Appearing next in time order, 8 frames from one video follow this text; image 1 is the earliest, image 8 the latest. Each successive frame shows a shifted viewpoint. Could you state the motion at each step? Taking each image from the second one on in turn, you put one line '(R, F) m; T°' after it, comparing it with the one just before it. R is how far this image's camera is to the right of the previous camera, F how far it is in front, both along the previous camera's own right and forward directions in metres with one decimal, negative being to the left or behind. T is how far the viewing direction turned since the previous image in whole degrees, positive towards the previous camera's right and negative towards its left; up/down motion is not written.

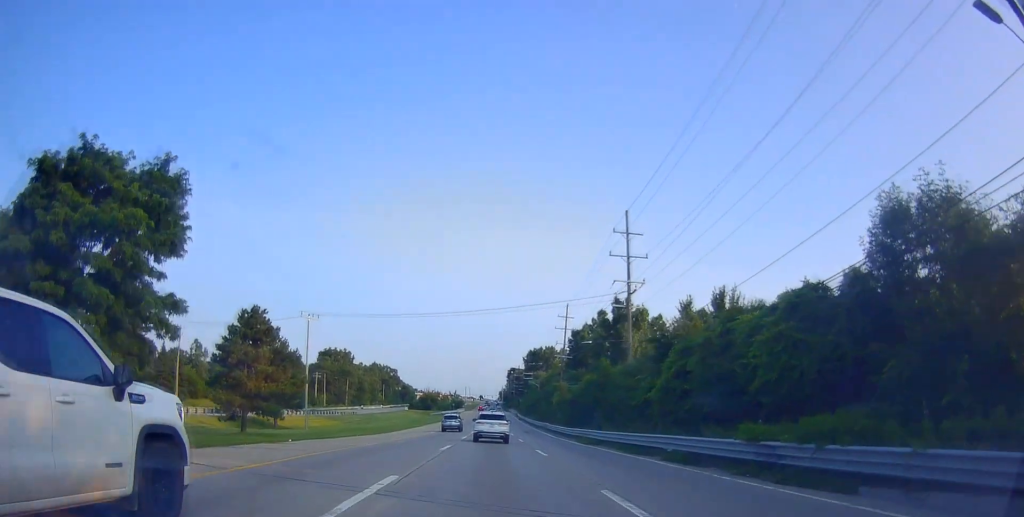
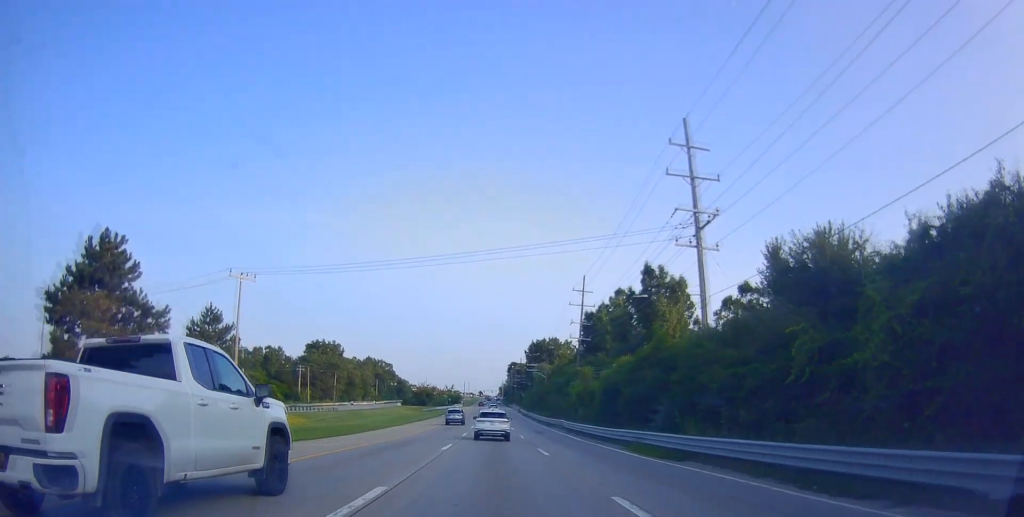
(0.0, +14.9) m; +1°
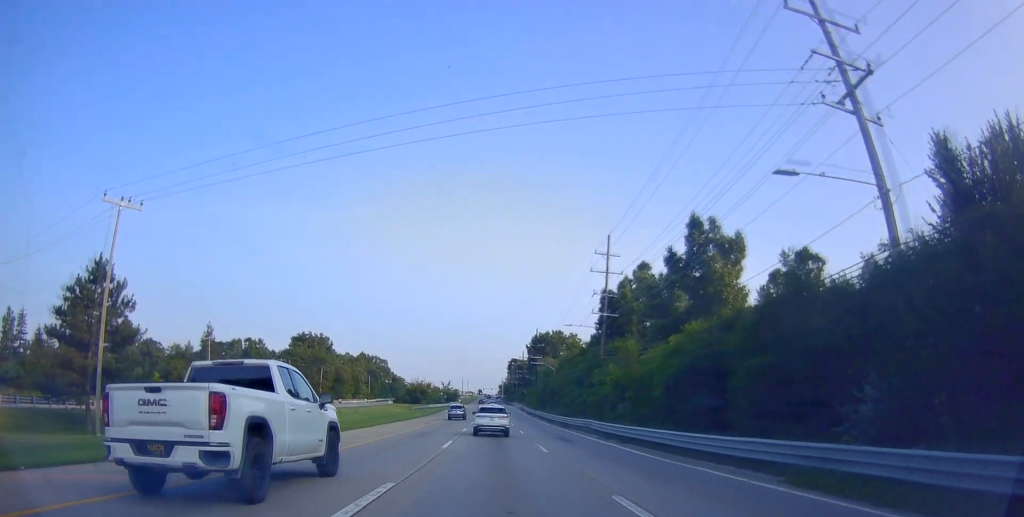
(+0.6, +14.5) m; 0°
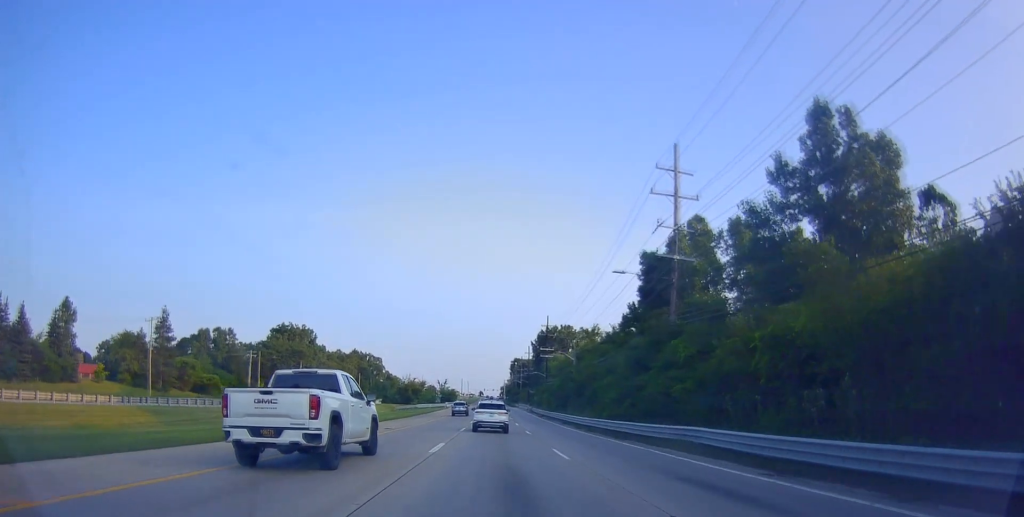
(-0.7, +20.3) m; -1°
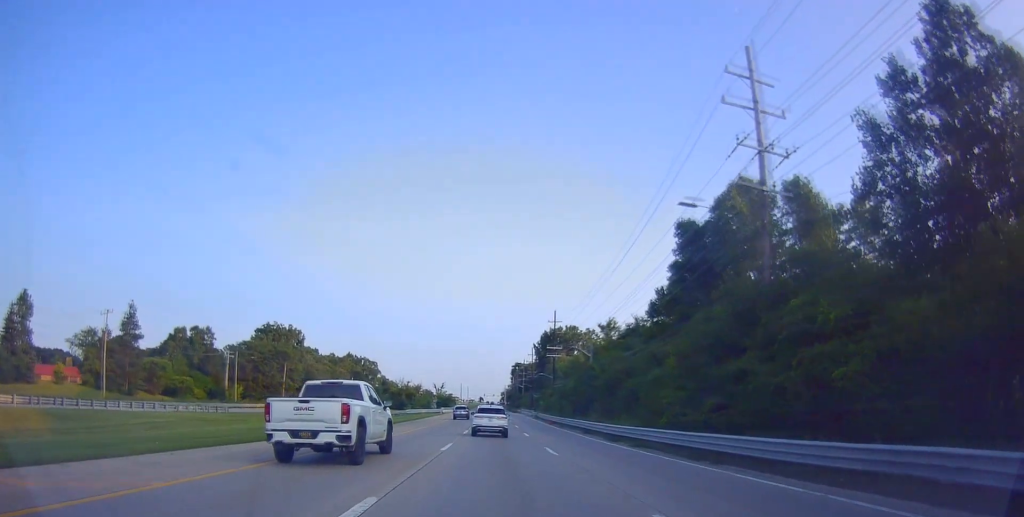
(+0.2, +12.0) m; +1°
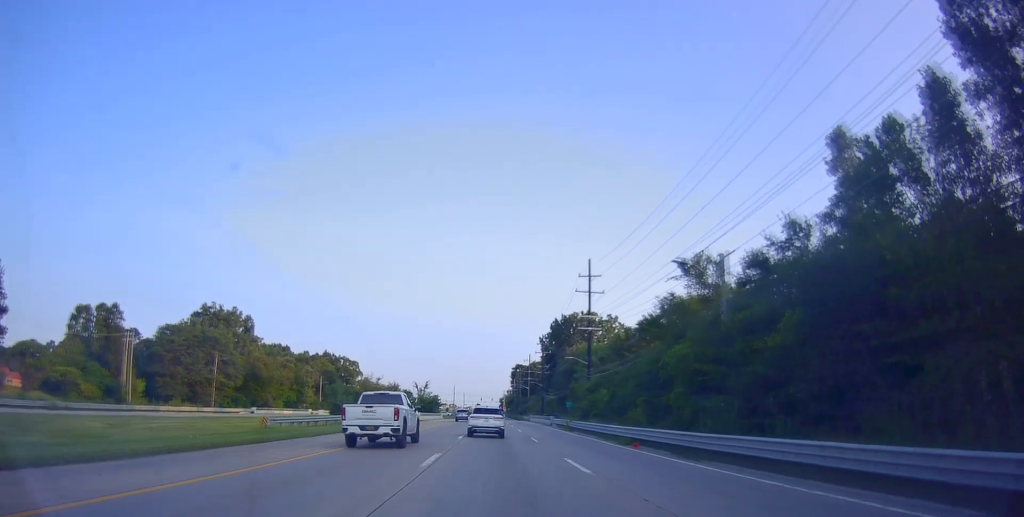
(+0.2, +36.4) m; 0°
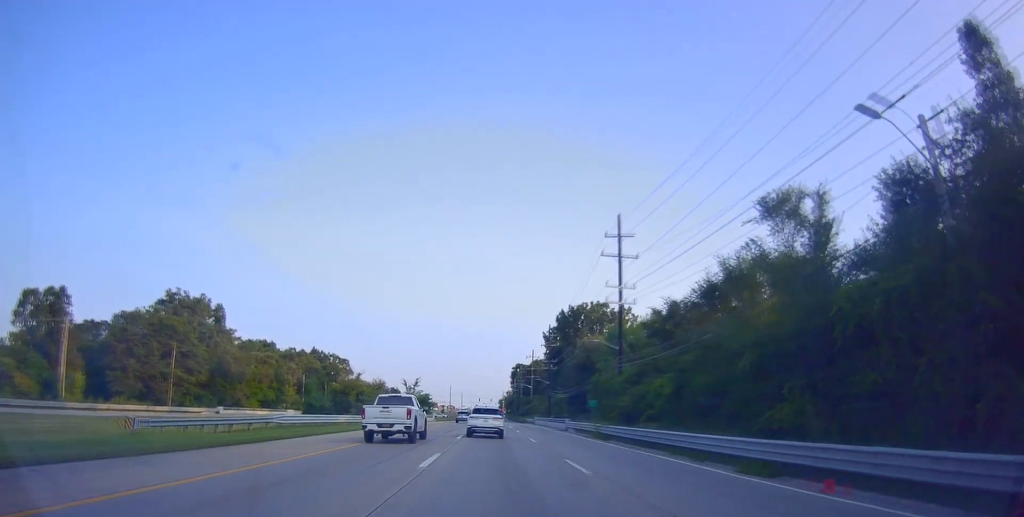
(-0.2, +15.6) m; 0°
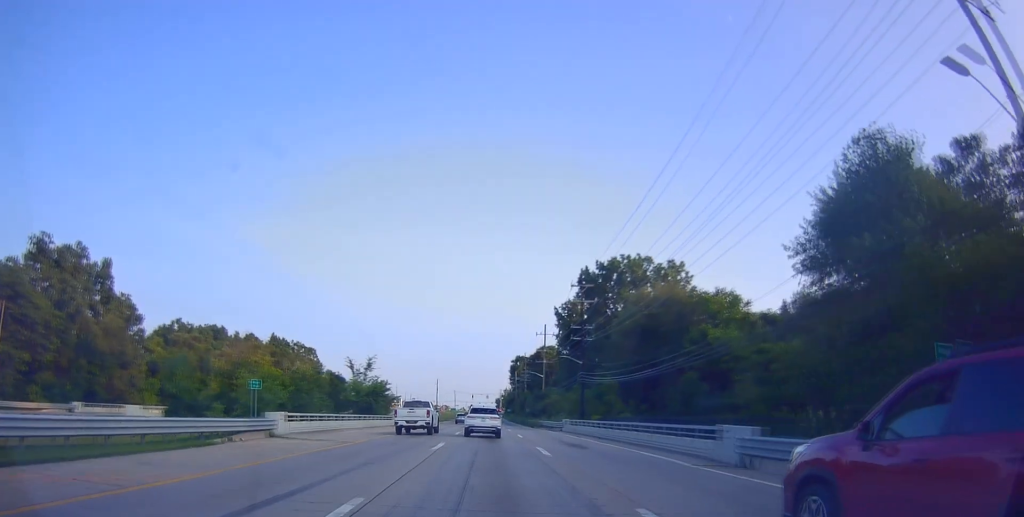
(-0.2, +41.5) m; -1°
